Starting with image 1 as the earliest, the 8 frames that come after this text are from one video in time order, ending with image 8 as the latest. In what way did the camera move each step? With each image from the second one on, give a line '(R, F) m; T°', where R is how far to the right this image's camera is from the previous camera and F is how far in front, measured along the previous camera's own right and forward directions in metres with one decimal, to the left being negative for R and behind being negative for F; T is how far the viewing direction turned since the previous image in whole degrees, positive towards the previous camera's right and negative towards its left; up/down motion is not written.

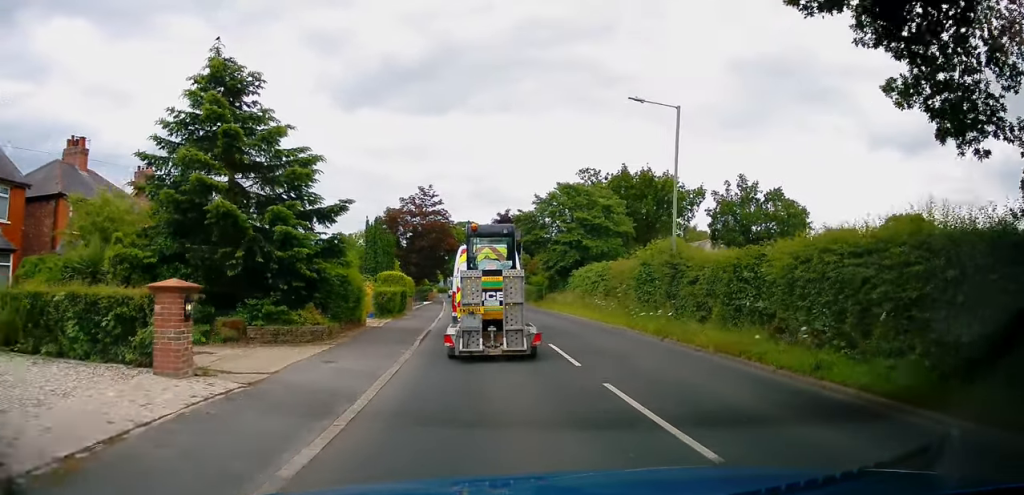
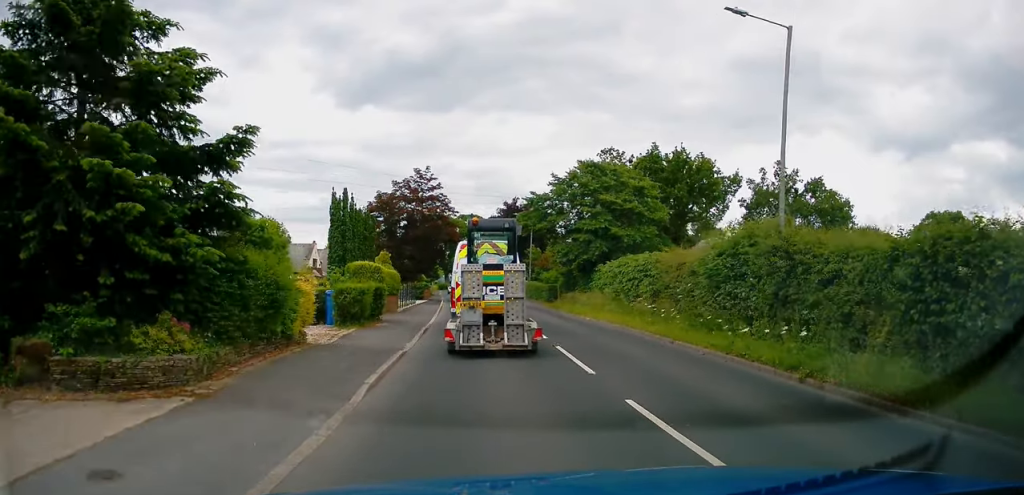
(0.0, +7.3) m; 0°
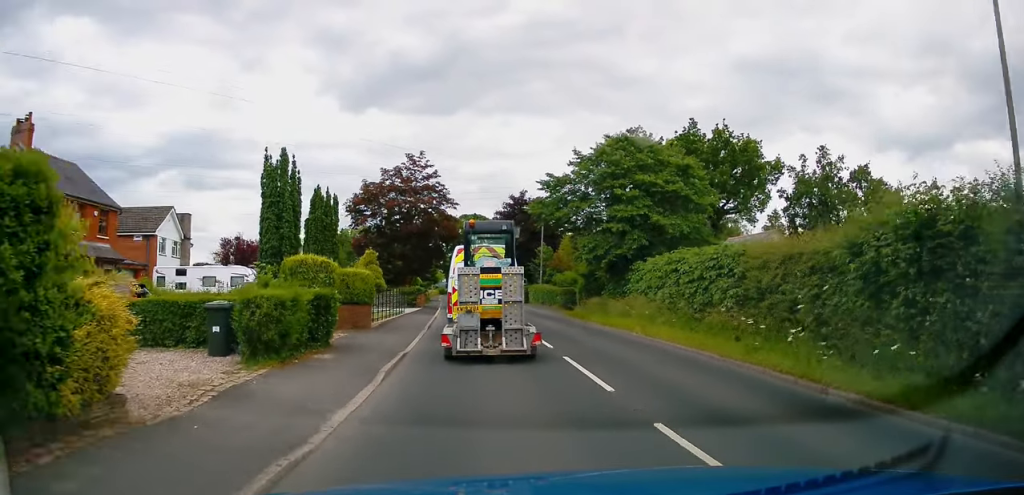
(0.0, +7.1) m; 0°
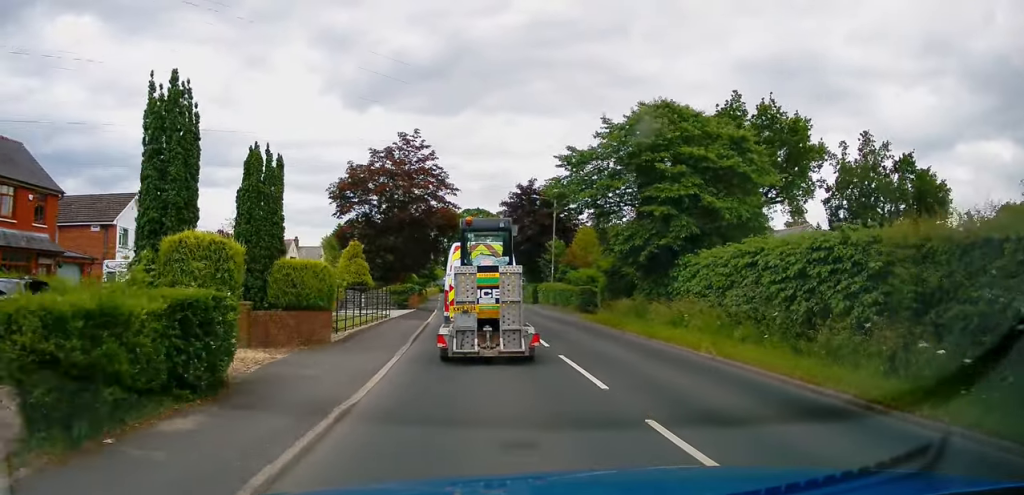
(0.0, +5.7) m; 0°
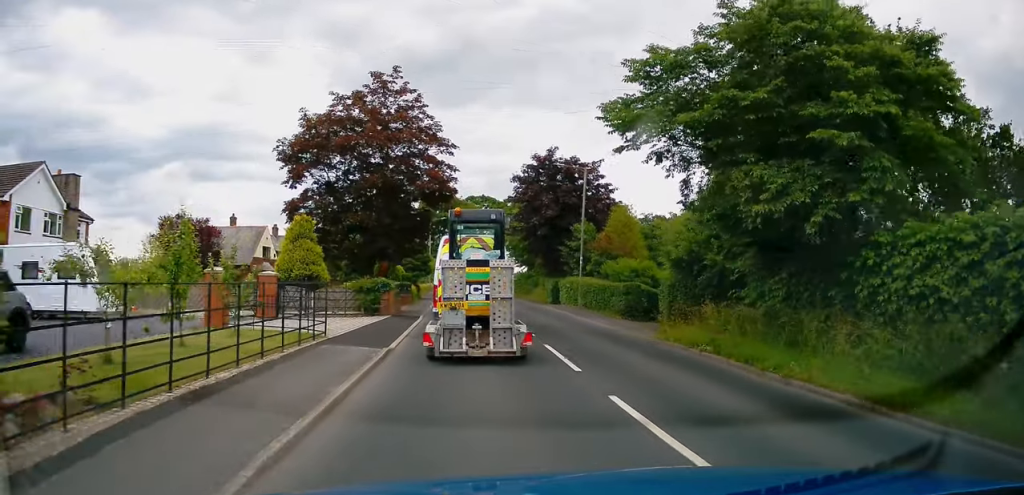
(0.0, +10.4) m; 0°
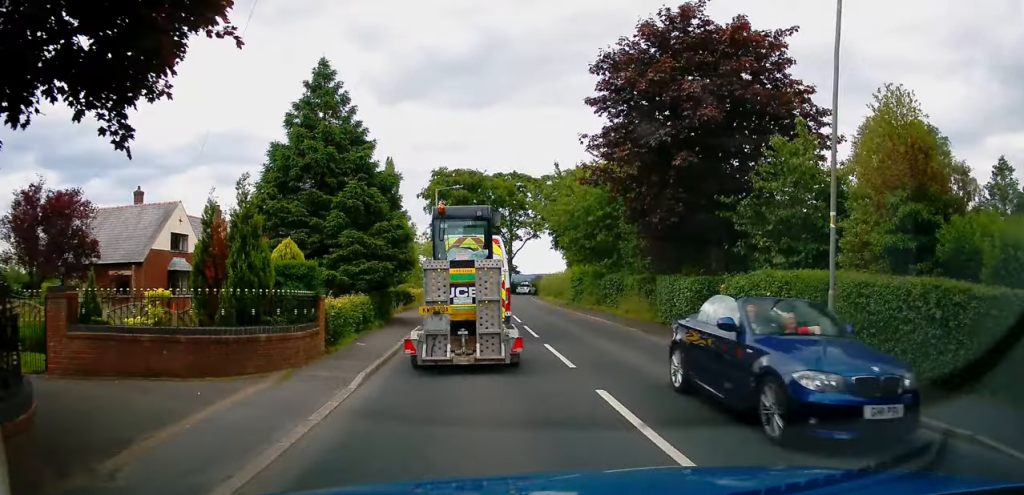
(-0.8, +24.0) m; -4°
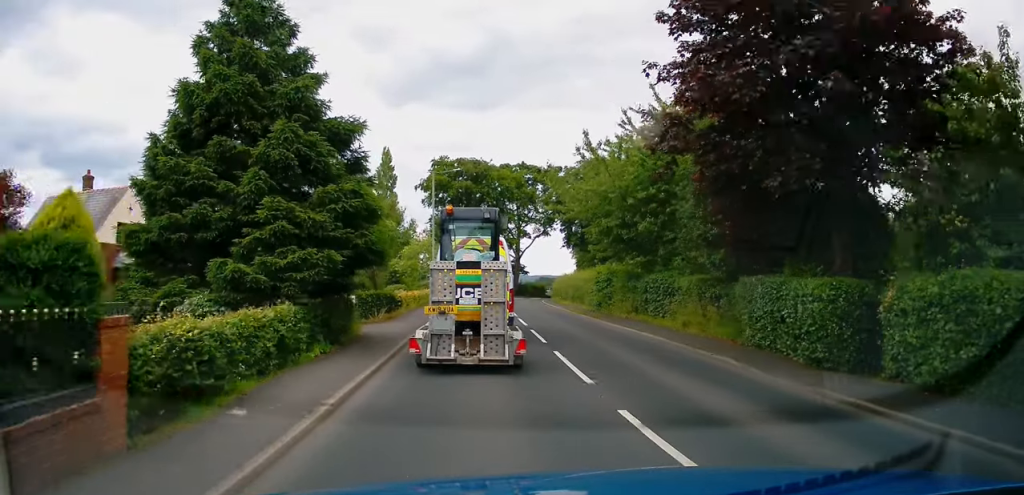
(0.0, +6.9) m; -1°
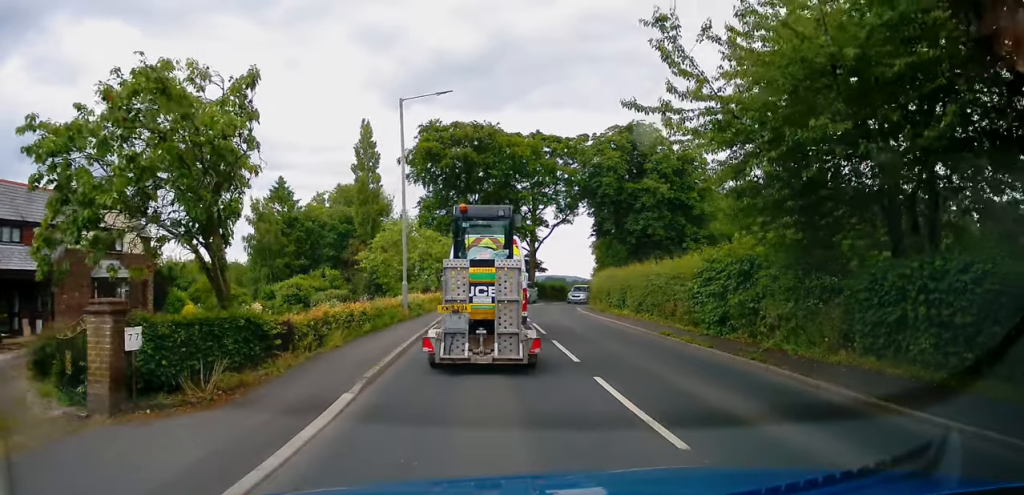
(-0.2, +15.6) m; +1°
